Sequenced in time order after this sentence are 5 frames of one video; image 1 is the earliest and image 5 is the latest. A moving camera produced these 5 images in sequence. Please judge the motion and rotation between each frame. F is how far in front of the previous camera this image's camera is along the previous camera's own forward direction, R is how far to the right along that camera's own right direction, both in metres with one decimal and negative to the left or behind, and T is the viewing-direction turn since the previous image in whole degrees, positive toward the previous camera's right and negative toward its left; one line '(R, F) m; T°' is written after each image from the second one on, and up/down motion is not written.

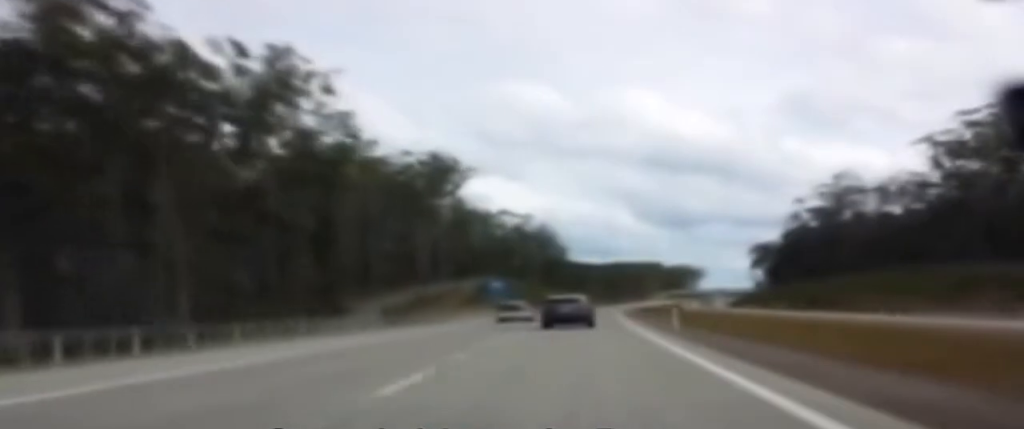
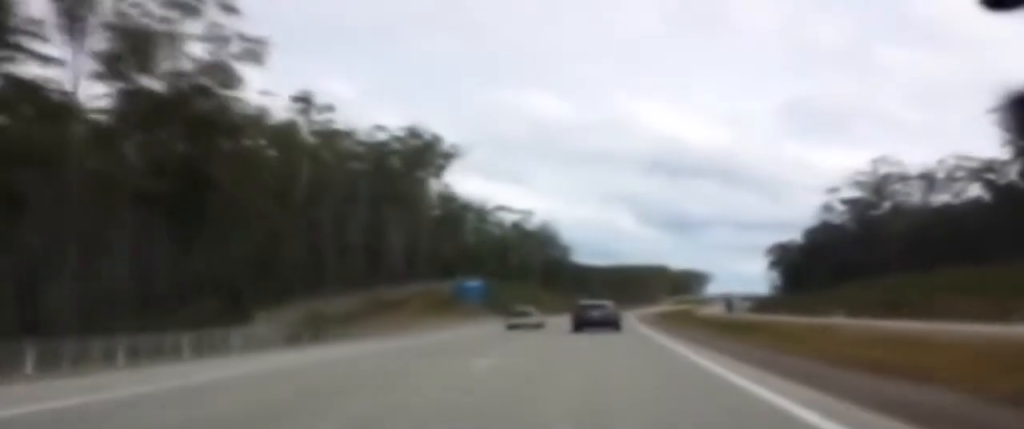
(-0.4, +30.6) m; 0°
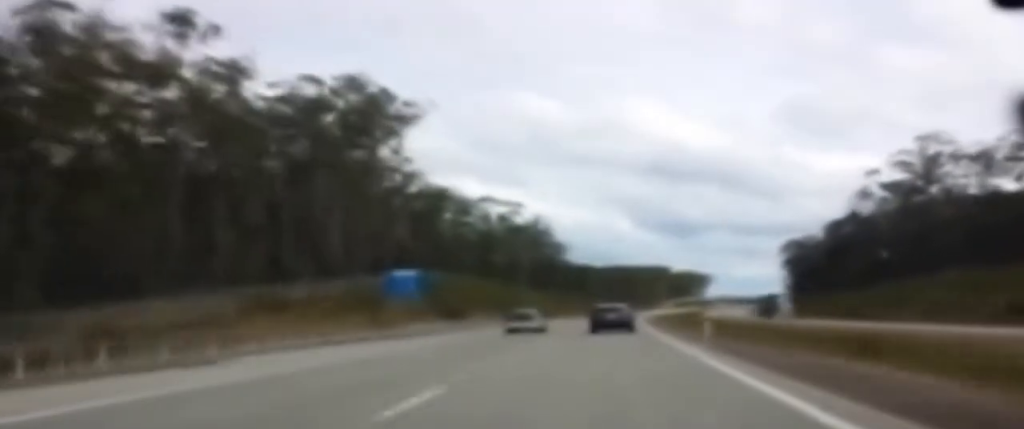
(+0.7, +31.6) m; +2°
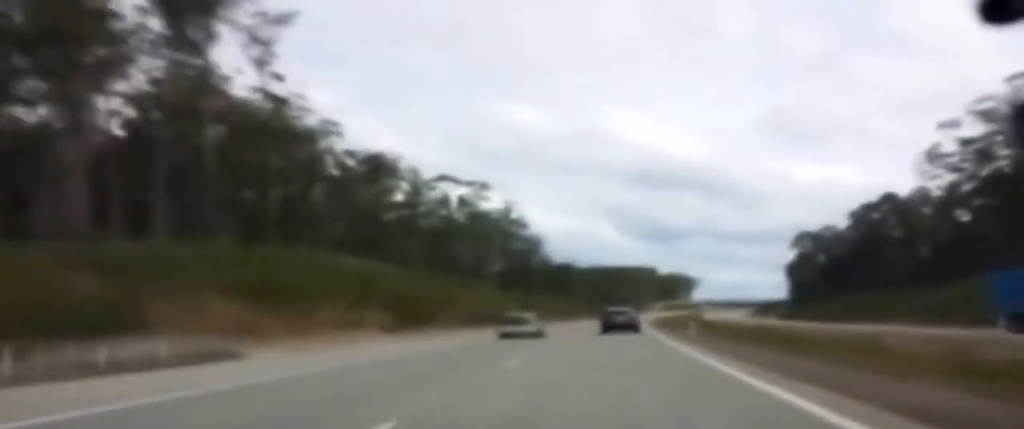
(+0.5, +53.2) m; +1°
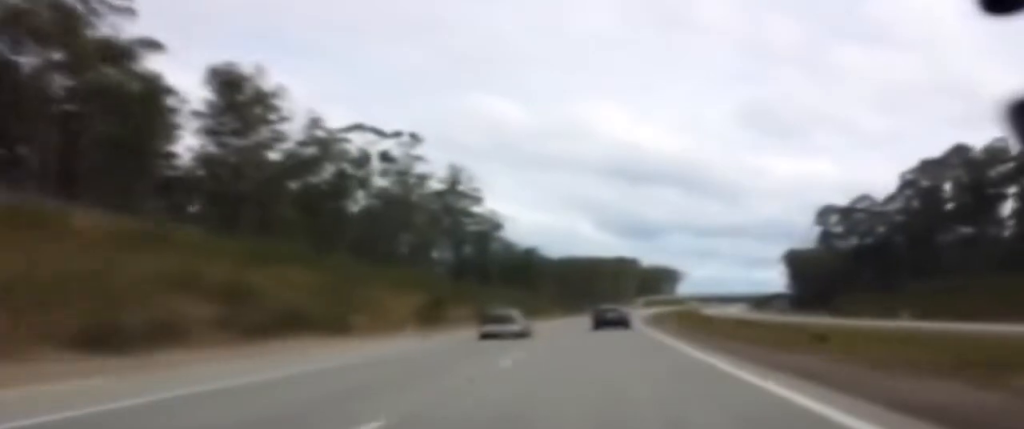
(+0.4, +49.2) m; +1°
